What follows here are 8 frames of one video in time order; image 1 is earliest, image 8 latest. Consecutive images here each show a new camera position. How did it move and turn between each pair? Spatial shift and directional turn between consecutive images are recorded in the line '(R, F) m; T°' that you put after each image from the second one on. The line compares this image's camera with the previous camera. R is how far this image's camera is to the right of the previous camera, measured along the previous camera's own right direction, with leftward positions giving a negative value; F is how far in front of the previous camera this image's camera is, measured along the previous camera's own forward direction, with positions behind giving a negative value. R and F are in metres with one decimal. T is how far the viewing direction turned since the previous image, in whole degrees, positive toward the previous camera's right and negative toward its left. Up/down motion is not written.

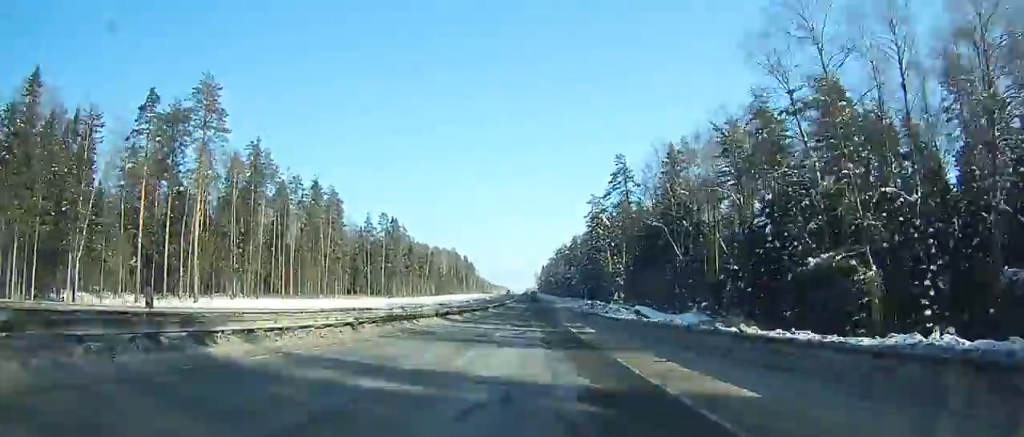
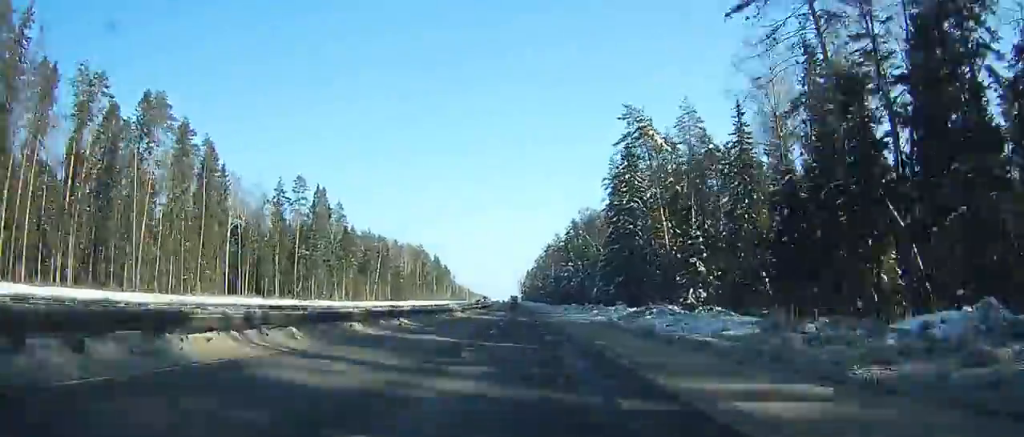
(+0.1, +69.7) m; 0°
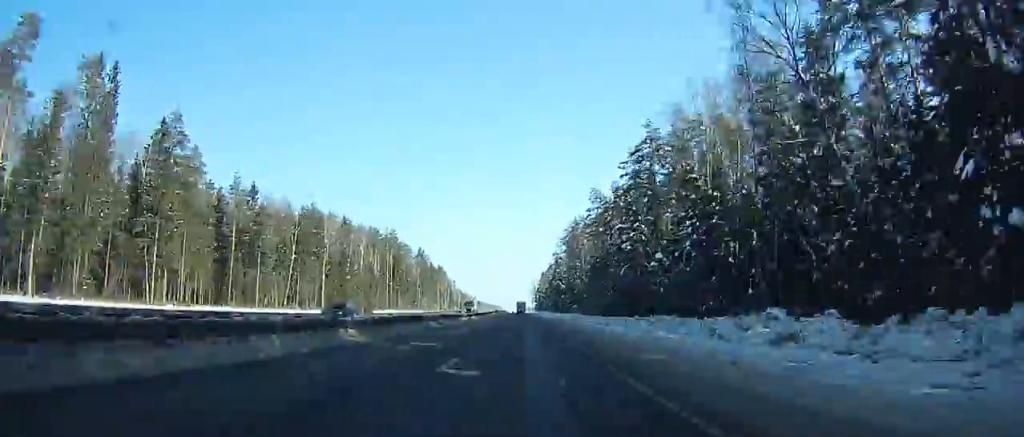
(+0.1, +97.6) m; 0°
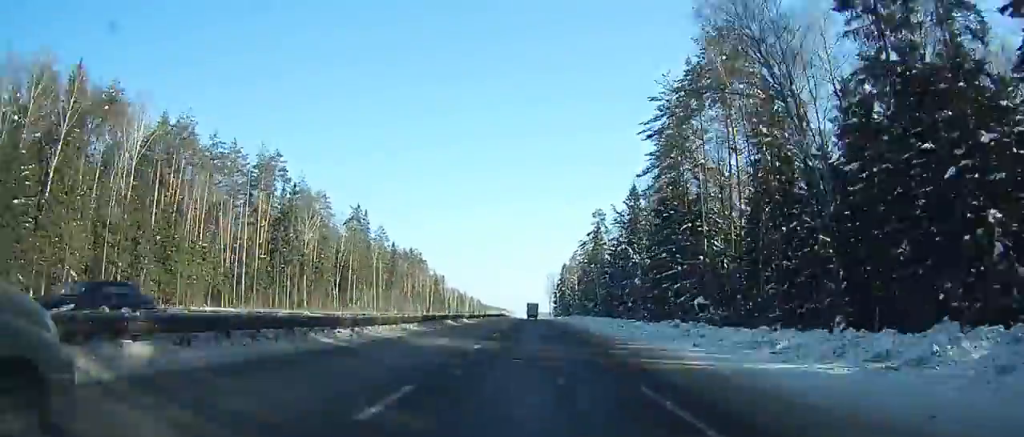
(-1.3, +124.4) m; -1°
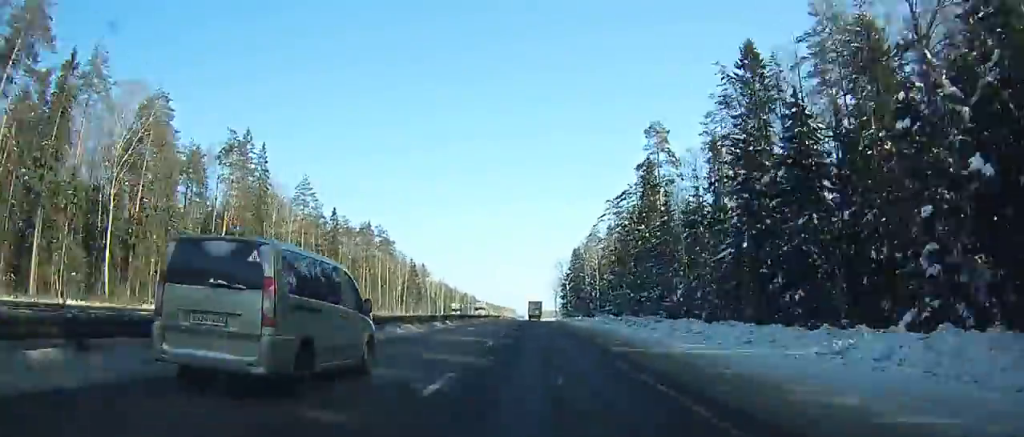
(-0.2, +70.0) m; 0°
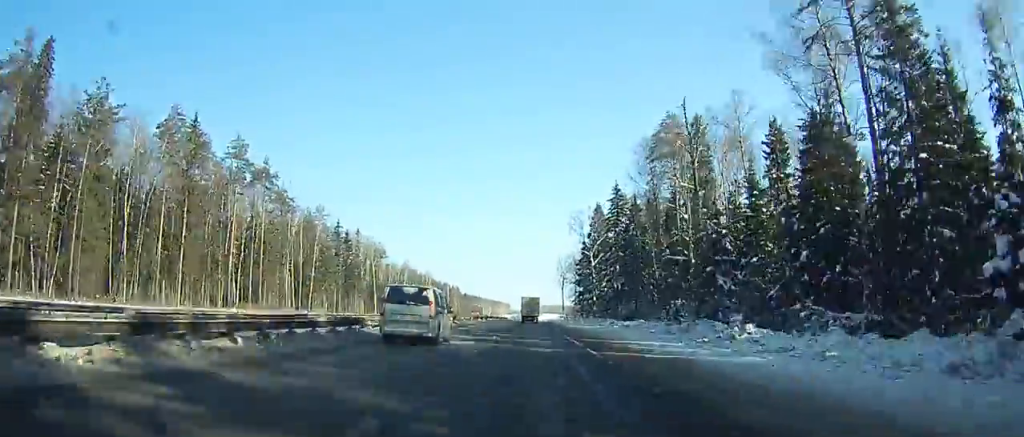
(+0.2, +100.2) m; 0°
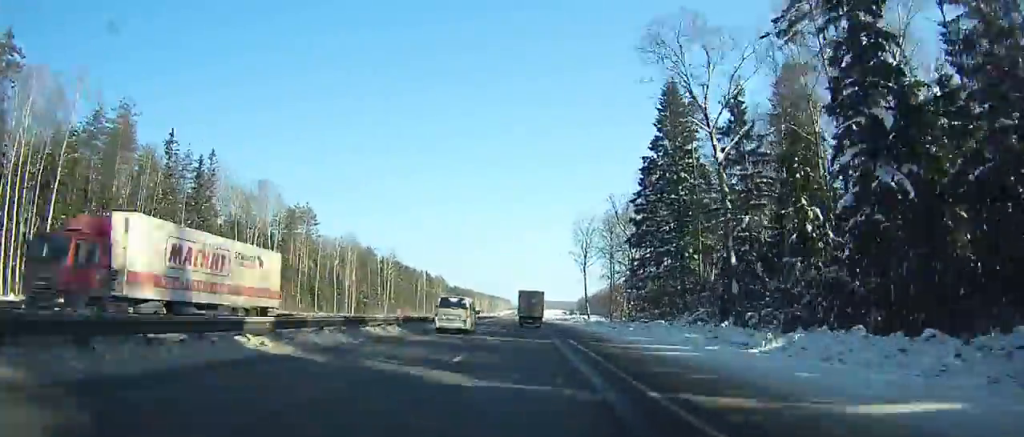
(-0.1, +86.2) m; -1°
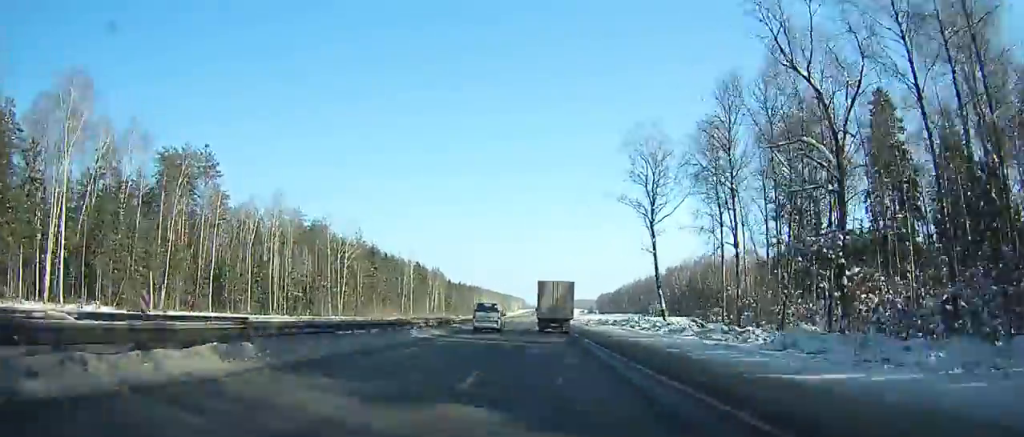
(-0.2, +64.3) m; -1°
